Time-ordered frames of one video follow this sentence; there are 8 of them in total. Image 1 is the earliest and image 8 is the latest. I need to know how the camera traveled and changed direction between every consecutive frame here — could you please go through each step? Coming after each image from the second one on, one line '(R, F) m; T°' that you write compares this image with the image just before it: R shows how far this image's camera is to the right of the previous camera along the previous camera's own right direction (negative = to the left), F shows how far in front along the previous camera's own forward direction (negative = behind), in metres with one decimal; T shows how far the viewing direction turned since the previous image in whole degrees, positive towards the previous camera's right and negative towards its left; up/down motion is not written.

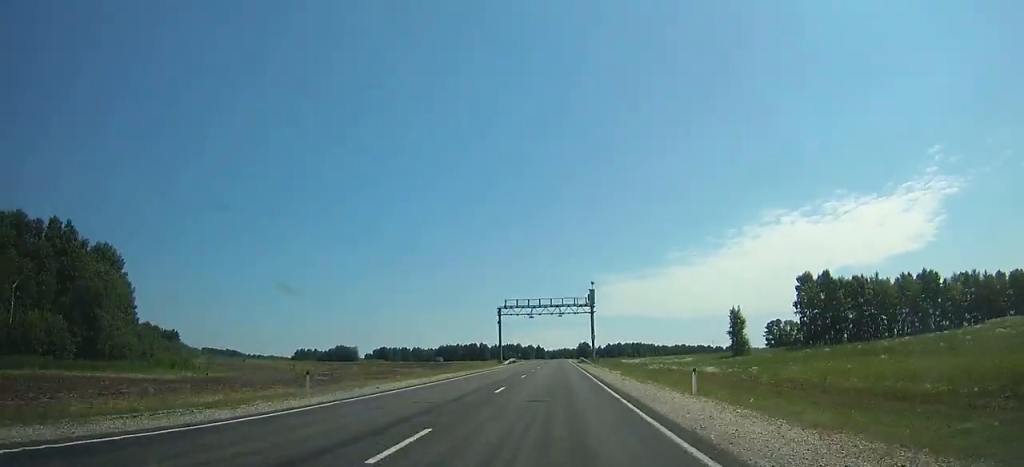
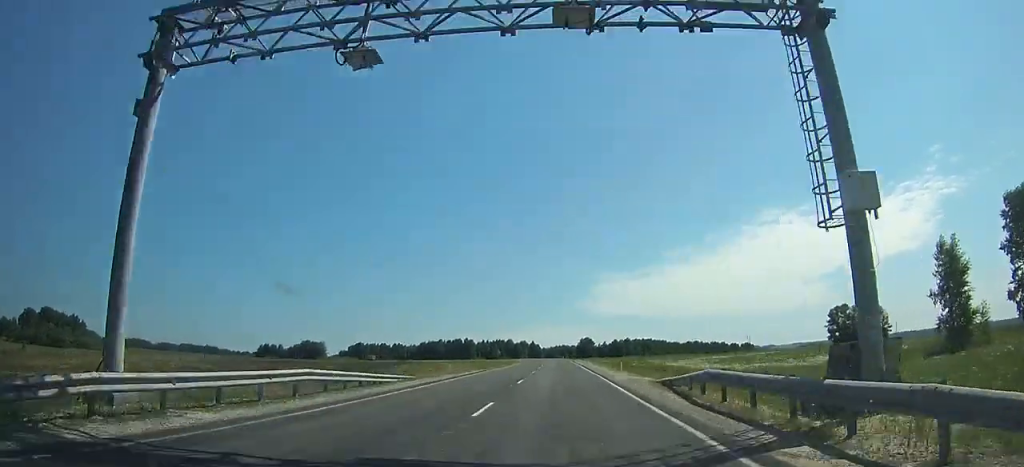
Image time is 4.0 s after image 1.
(+0.1, +81.2) m; 0°
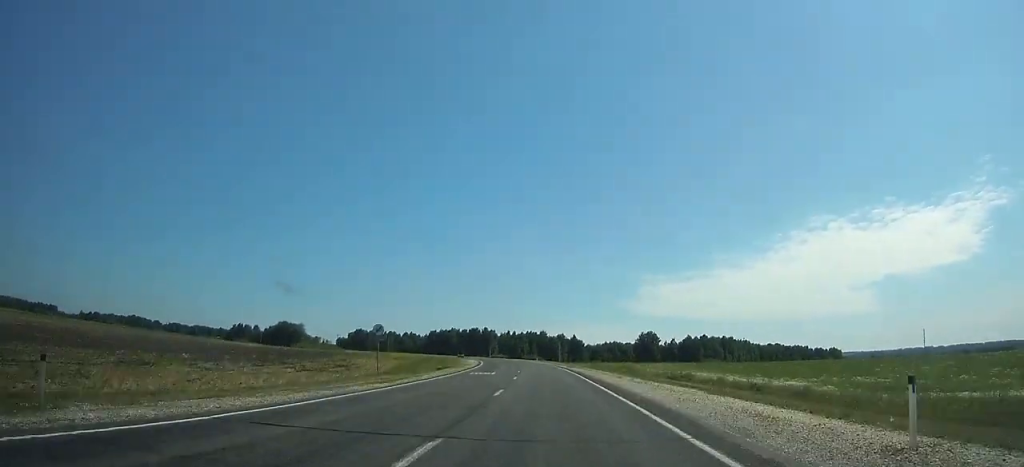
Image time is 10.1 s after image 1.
(-3.3, +126.7) m; -5°
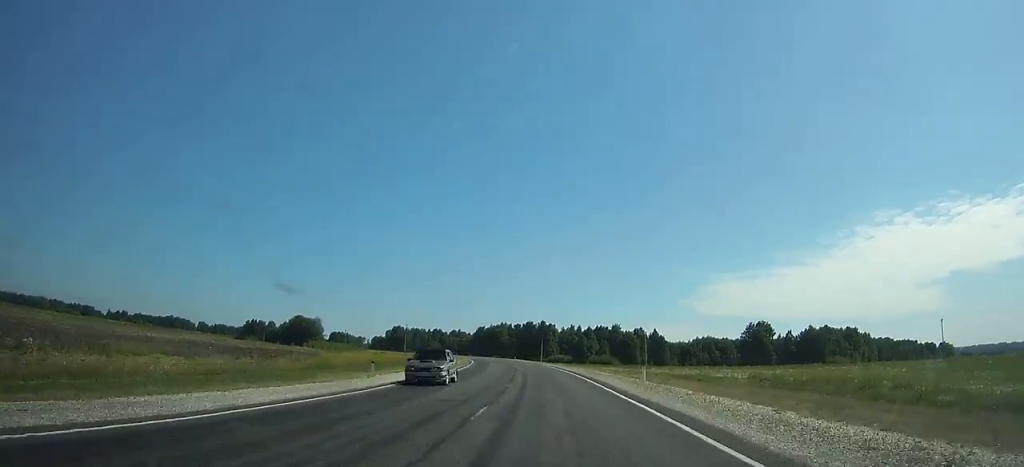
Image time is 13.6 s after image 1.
(-4.0, +78.0) m; -7°
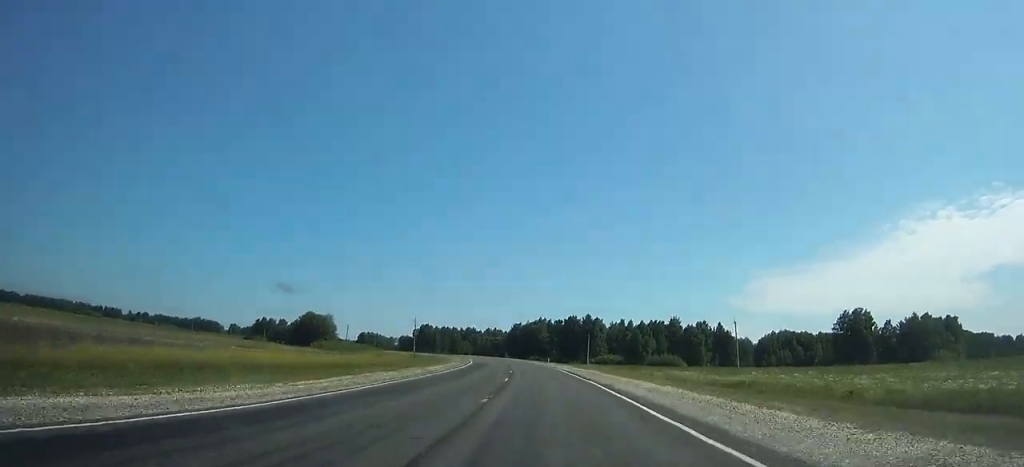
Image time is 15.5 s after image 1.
(-1.2, +44.2) m; -4°
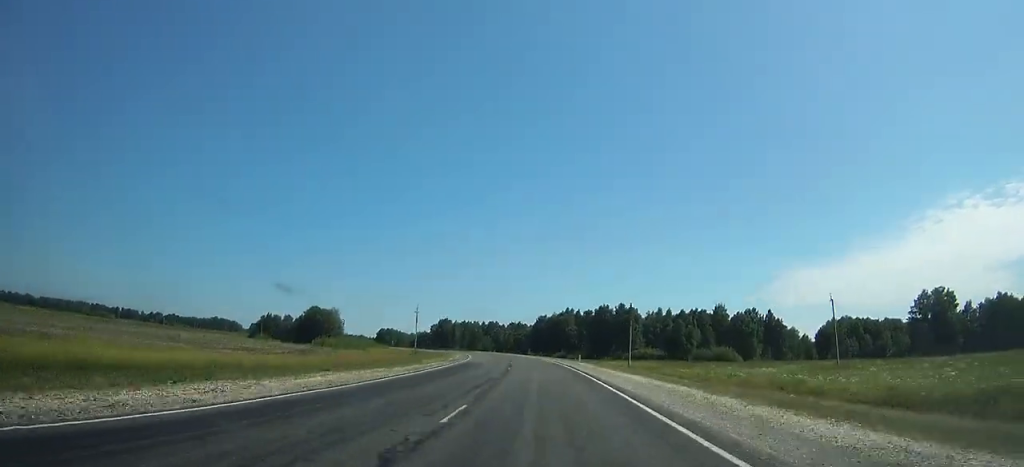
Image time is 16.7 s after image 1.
(-0.9, +28.8) m; -3°
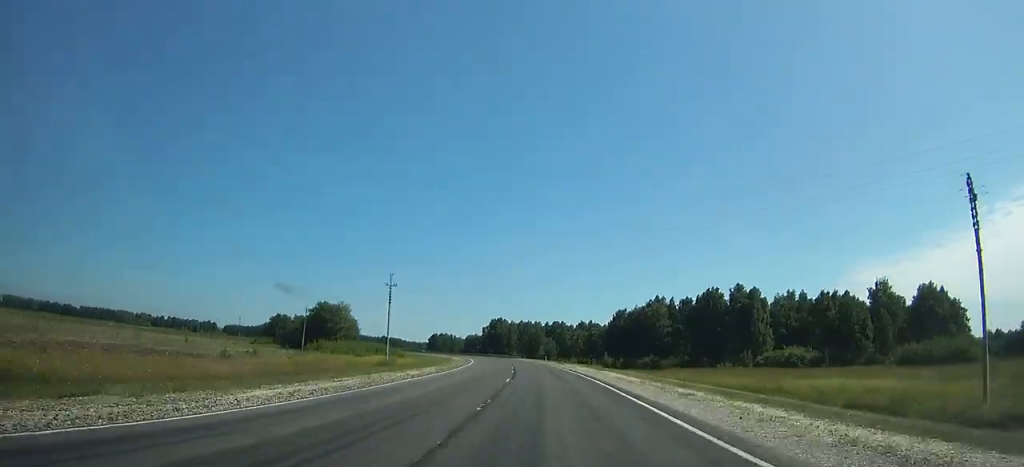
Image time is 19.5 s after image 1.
(-4.1, +68.4) m; -7°
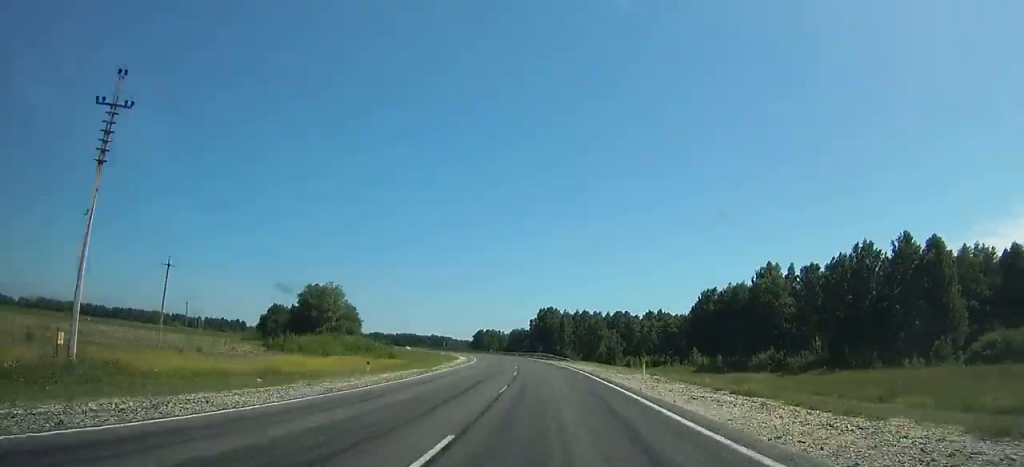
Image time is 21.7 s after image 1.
(-2.4, +55.3) m; -5°
